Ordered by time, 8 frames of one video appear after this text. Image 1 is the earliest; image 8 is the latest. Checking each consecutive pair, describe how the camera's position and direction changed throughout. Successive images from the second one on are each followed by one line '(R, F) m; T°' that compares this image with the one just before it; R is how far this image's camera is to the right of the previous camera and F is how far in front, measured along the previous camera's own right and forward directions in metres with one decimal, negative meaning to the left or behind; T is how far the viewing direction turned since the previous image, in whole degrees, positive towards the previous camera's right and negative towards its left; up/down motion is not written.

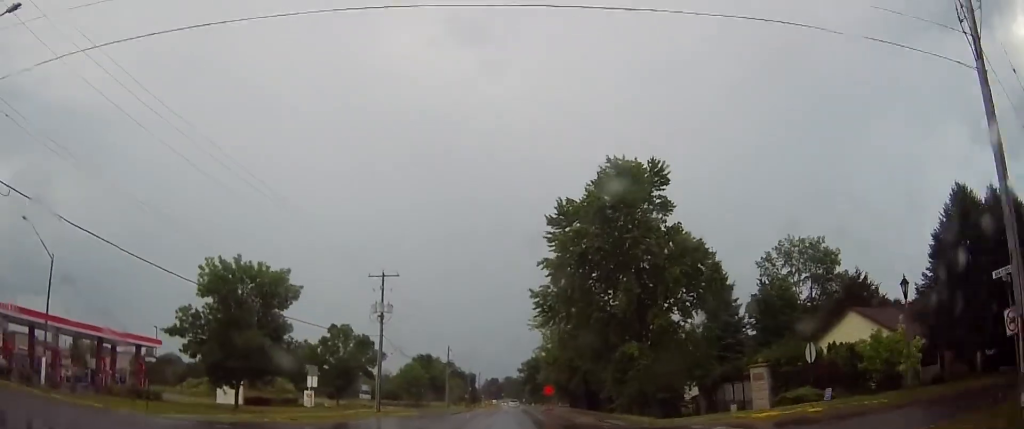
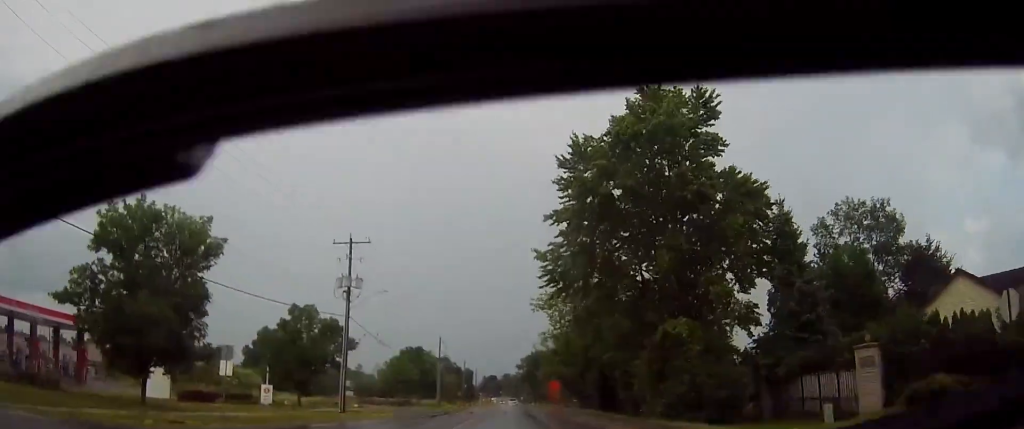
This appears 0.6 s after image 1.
(+0.2, +12.4) m; +1°
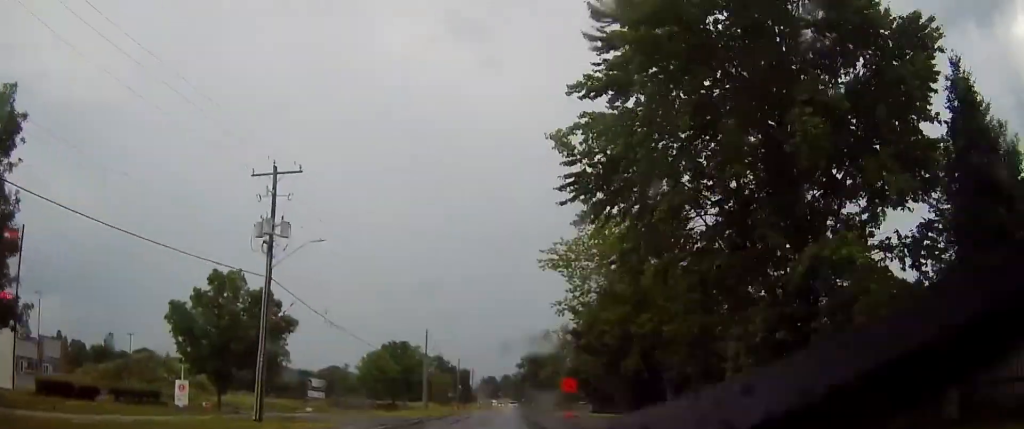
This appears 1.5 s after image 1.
(-0.1, +16.5) m; 0°
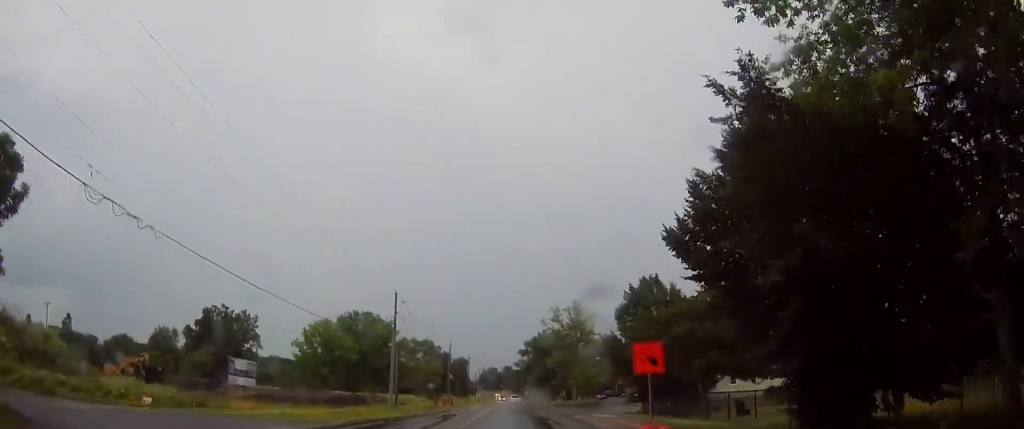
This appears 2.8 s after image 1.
(-0.3, +26.7) m; -2°
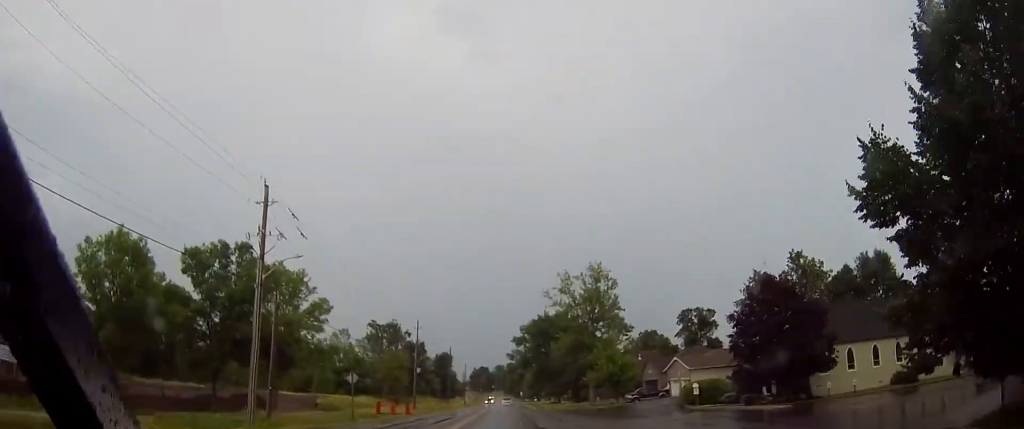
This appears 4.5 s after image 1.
(+0.1, +35.4) m; +1°
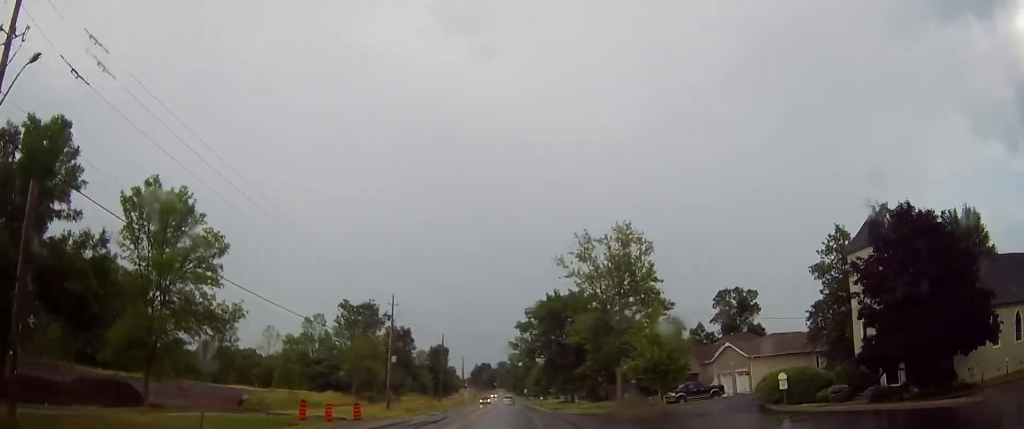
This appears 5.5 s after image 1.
(0.0, +20.8) m; 0°
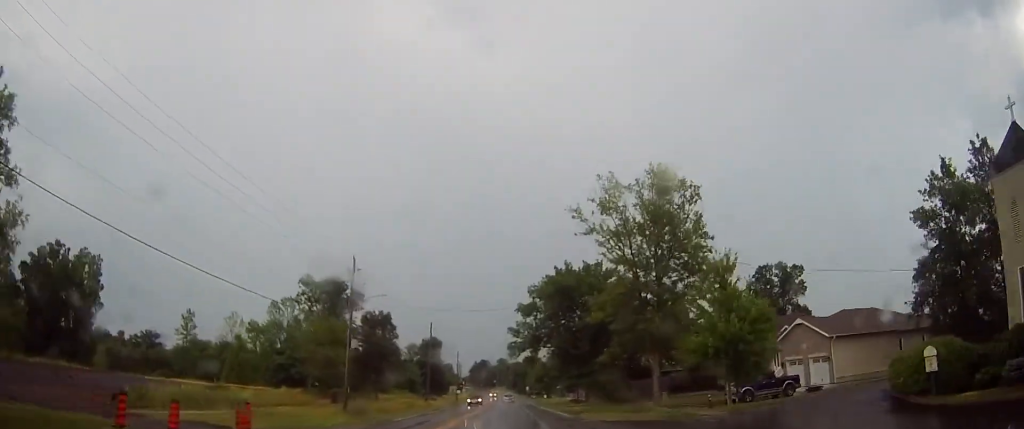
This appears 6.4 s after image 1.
(+0.1, +17.4) m; 0°
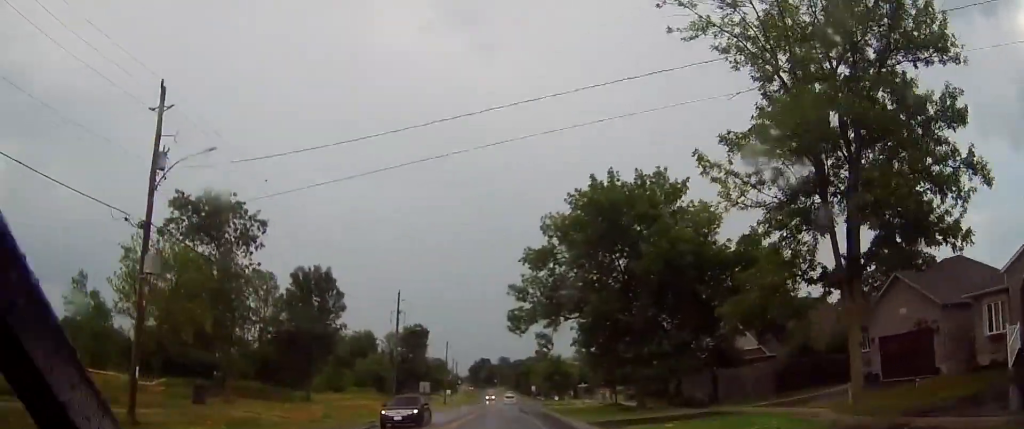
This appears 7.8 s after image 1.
(+0.3, +30.5) m; +1°
